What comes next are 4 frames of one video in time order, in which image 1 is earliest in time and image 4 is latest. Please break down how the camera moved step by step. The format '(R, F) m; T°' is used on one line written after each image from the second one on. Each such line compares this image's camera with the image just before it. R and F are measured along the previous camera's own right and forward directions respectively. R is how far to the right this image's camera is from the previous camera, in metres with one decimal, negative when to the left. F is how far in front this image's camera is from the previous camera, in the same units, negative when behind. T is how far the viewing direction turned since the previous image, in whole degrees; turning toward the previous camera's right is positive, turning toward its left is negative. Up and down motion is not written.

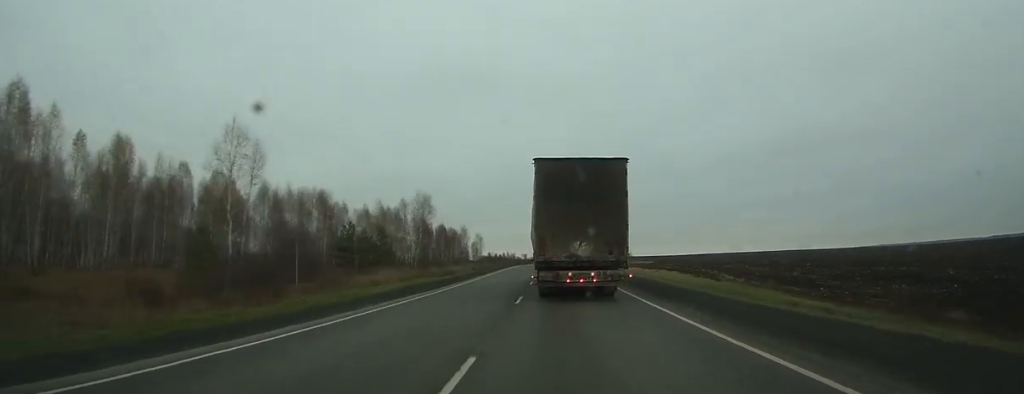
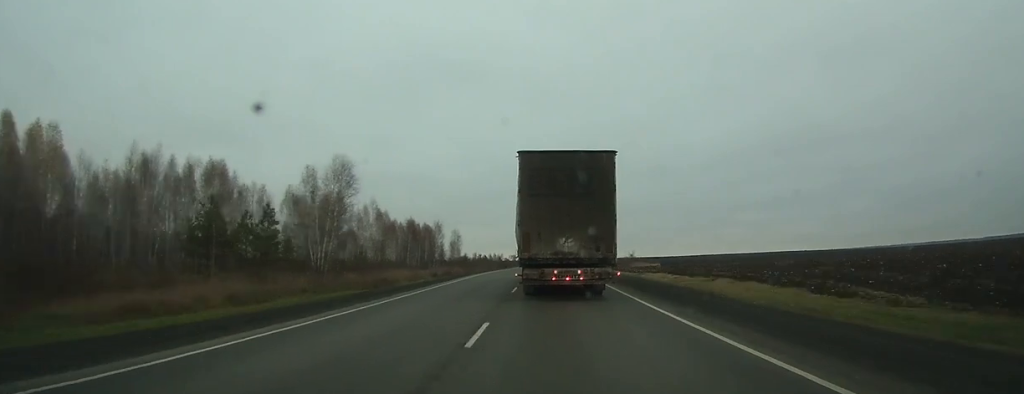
(0.0, +31.9) m; 0°
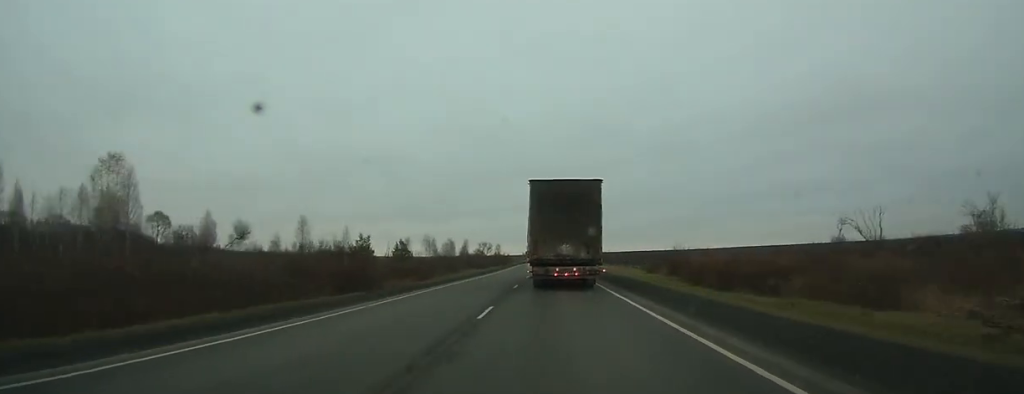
(+2.5, +177.5) m; +1°
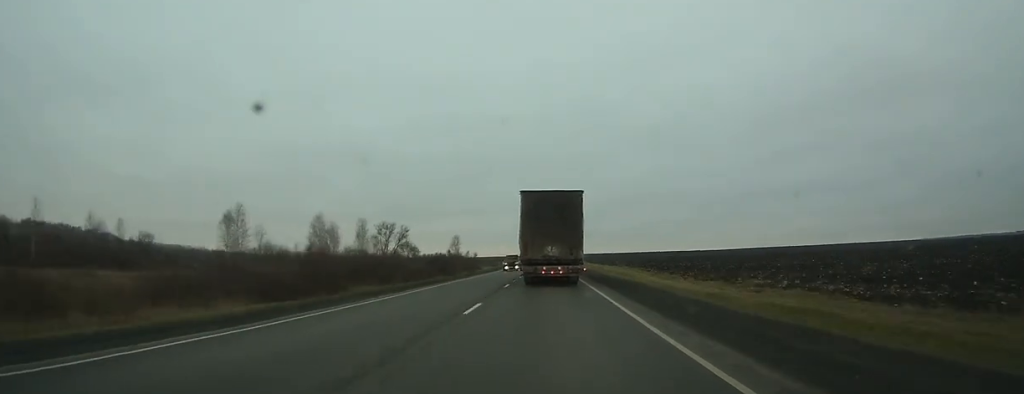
(-0.5, +95.7) m; -1°
